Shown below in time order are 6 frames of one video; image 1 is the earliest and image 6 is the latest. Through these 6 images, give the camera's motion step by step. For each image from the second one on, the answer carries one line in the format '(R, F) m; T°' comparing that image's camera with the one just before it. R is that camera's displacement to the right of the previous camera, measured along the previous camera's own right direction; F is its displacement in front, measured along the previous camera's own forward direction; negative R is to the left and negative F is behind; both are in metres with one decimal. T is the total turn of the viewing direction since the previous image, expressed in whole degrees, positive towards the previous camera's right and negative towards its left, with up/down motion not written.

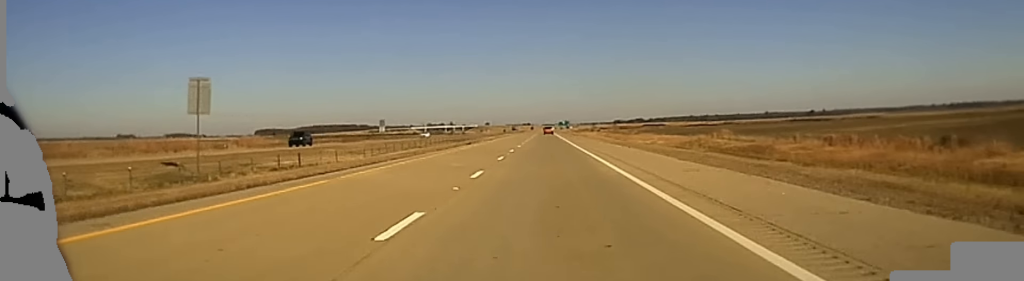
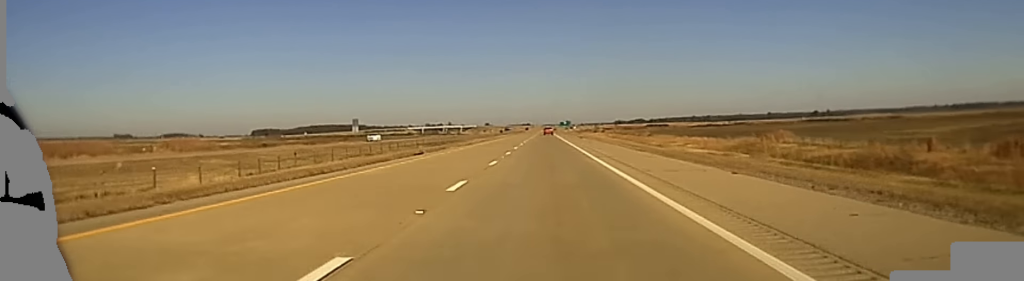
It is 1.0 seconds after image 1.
(+0.5, +30.0) m; +1°
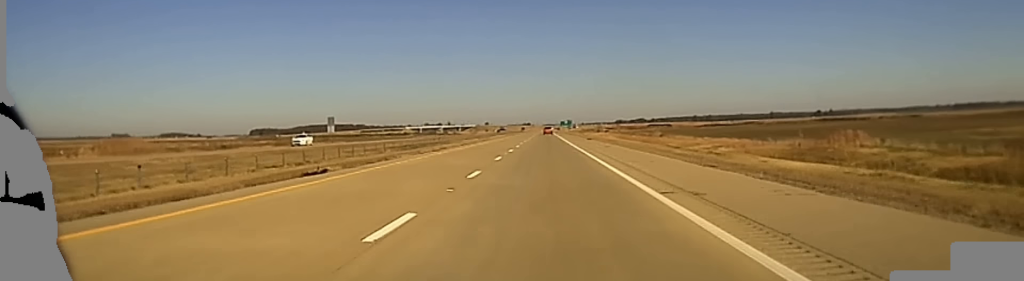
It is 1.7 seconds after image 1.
(0.0, +19.3) m; 0°
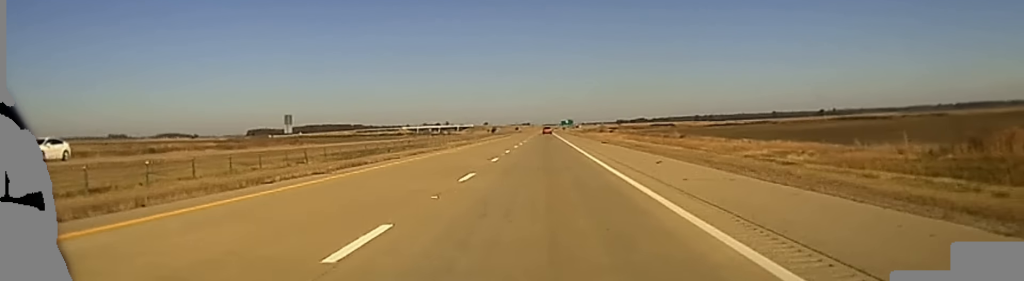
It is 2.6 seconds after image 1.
(-0.3, +27.0) m; -1°
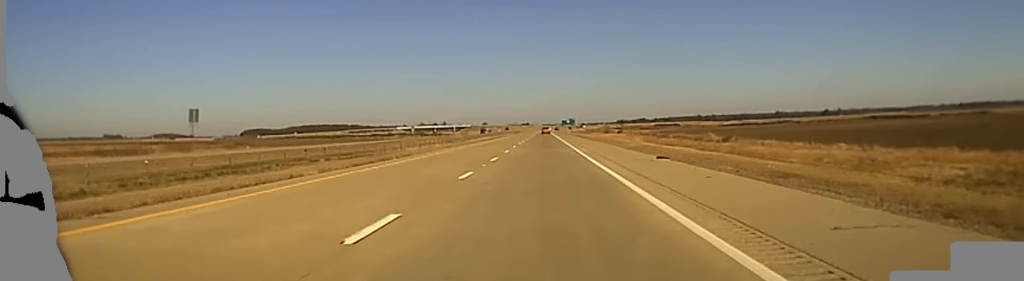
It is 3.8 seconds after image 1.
(0.0, +34.7) m; 0°
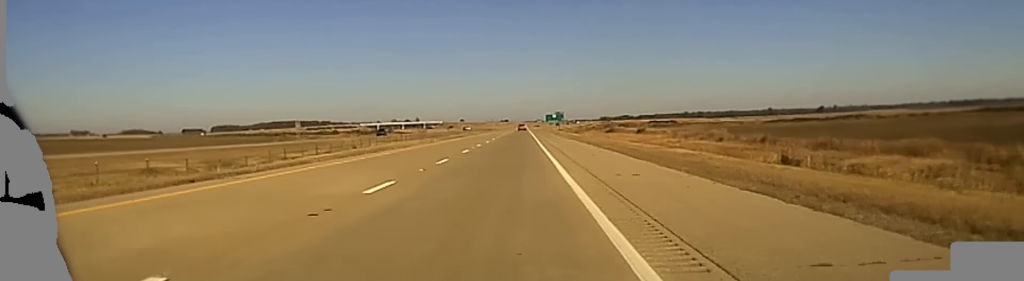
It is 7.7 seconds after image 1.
(+1.1, +106.8) m; +1°
